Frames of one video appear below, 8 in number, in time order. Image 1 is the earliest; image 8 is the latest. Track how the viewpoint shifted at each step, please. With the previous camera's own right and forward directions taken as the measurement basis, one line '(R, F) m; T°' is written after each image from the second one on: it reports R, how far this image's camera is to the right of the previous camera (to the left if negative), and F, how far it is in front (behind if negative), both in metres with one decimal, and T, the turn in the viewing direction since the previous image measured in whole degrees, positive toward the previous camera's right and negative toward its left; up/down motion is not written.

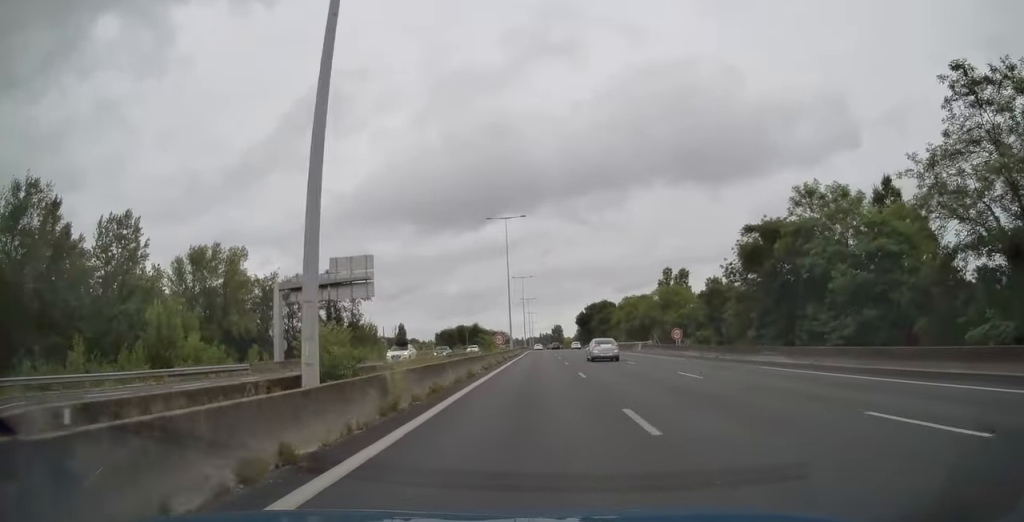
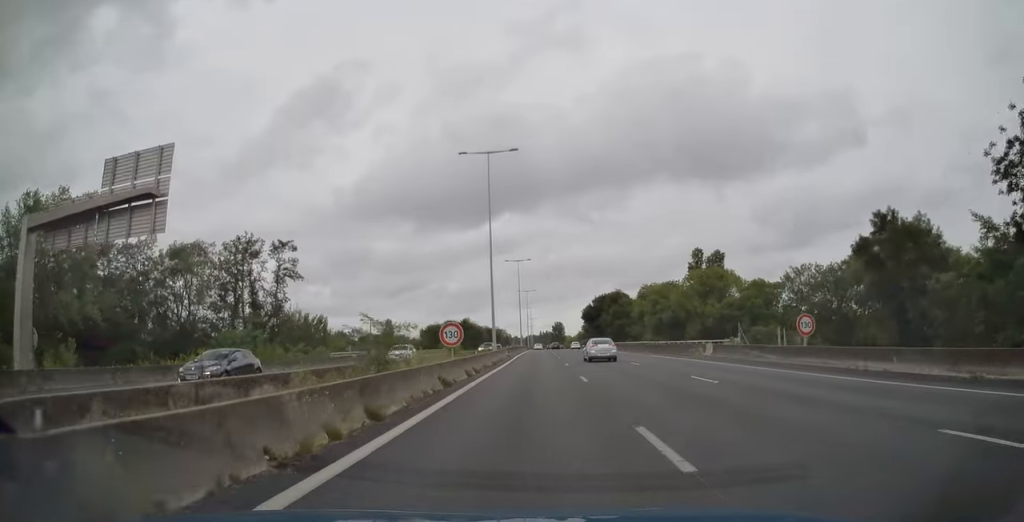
(0.0, +28.5) m; 0°
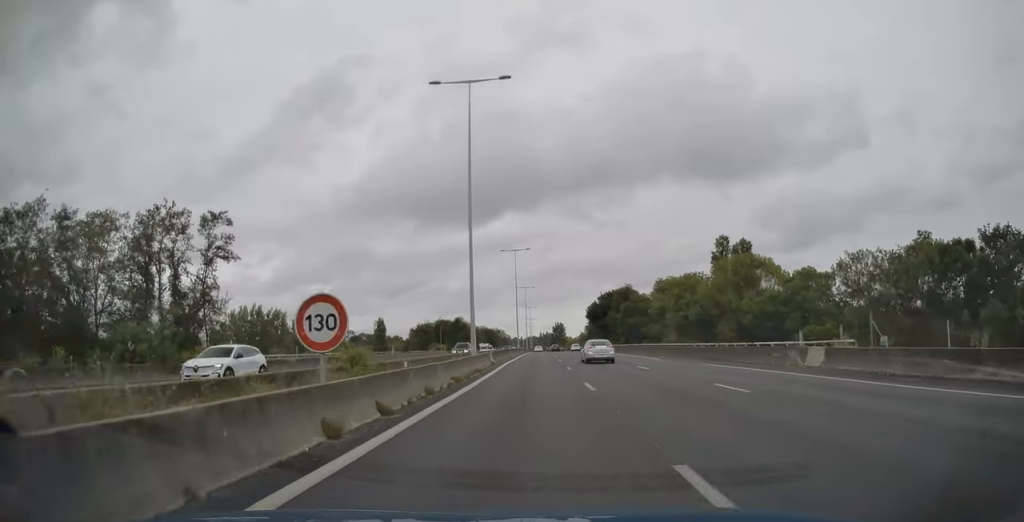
(0.0, +15.8) m; 0°
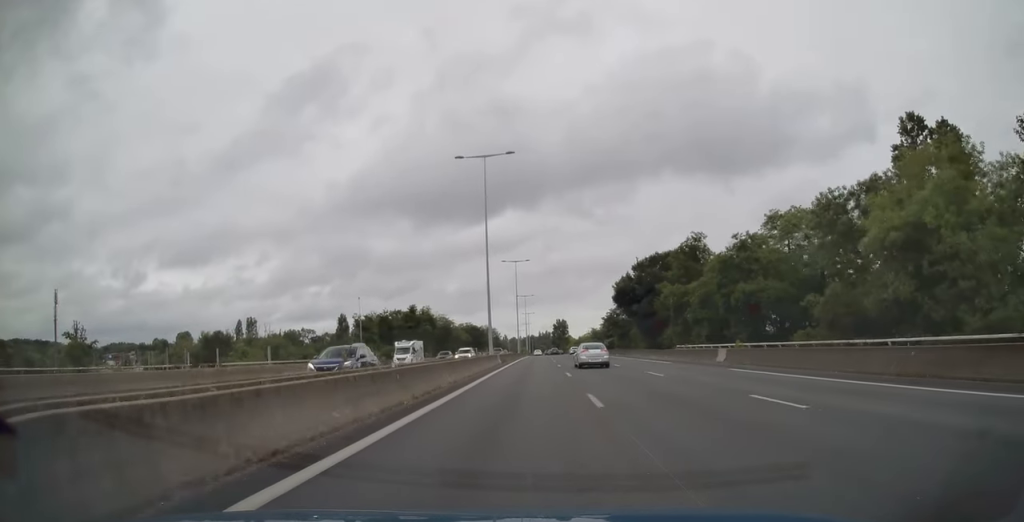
(+0.3, +55.6) m; 0°
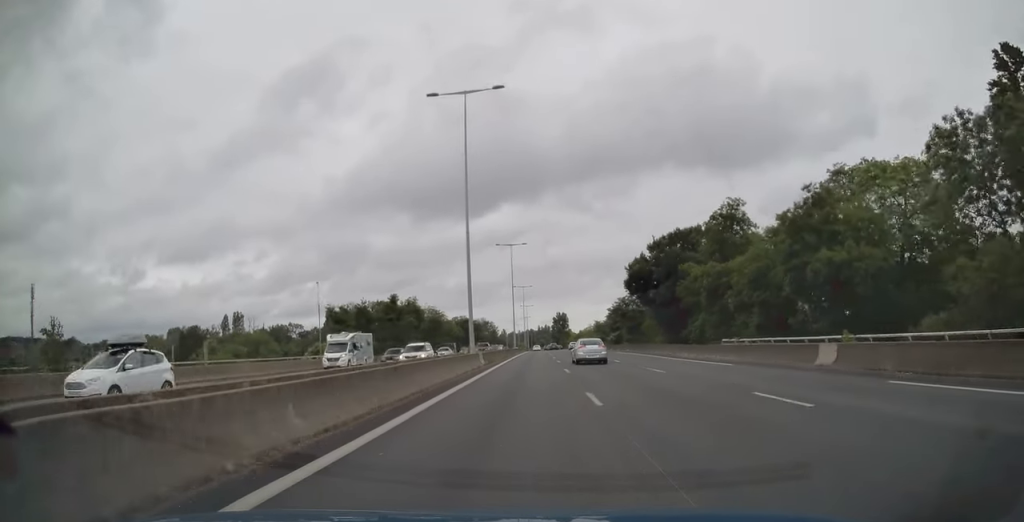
(0.0, +13.3) m; 0°
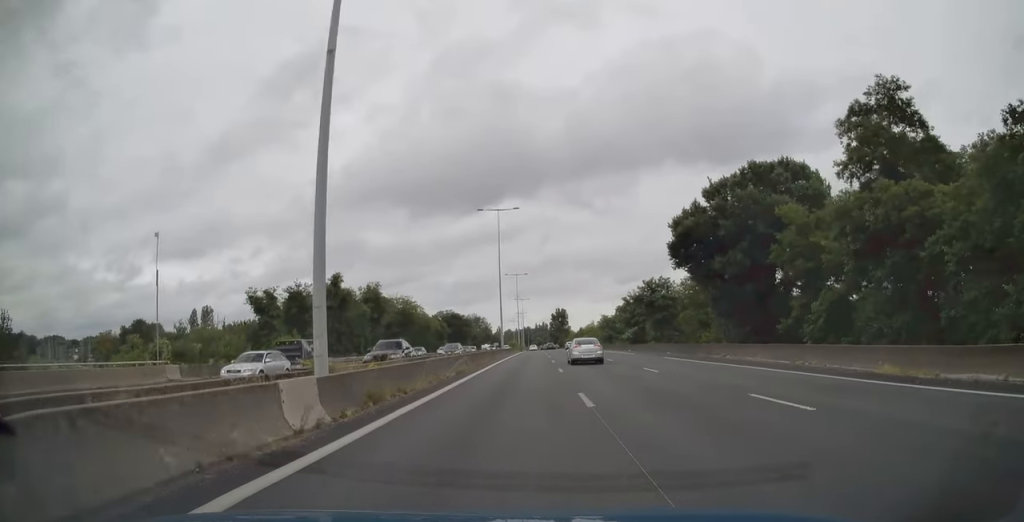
(-0.2, +26.4) m; 0°
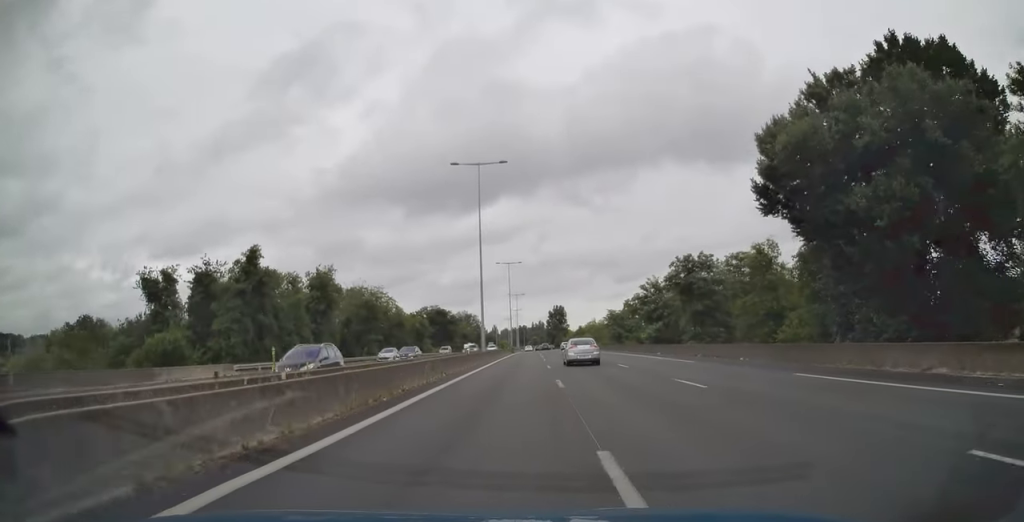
(+0.1, +20.6) m; 0°
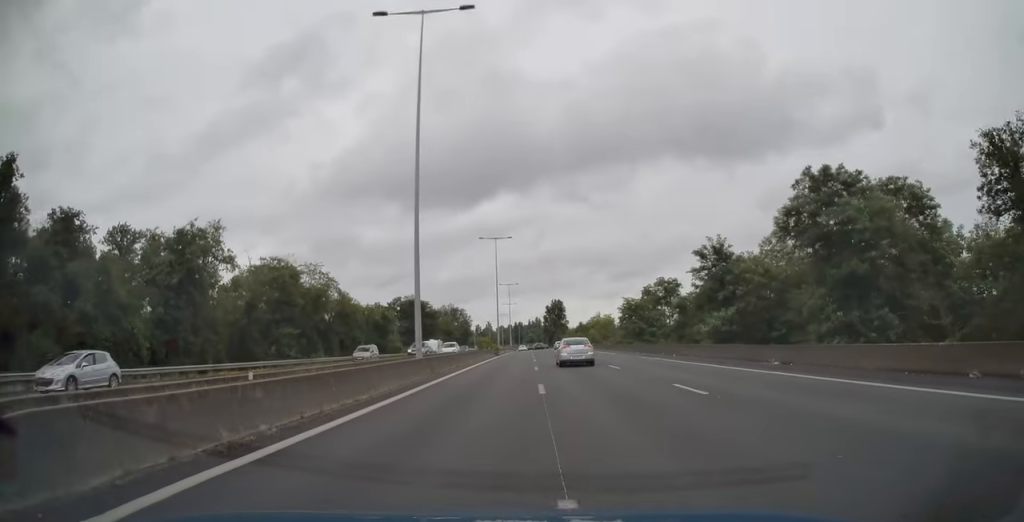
(+0.2, +28.3) m; +1°
